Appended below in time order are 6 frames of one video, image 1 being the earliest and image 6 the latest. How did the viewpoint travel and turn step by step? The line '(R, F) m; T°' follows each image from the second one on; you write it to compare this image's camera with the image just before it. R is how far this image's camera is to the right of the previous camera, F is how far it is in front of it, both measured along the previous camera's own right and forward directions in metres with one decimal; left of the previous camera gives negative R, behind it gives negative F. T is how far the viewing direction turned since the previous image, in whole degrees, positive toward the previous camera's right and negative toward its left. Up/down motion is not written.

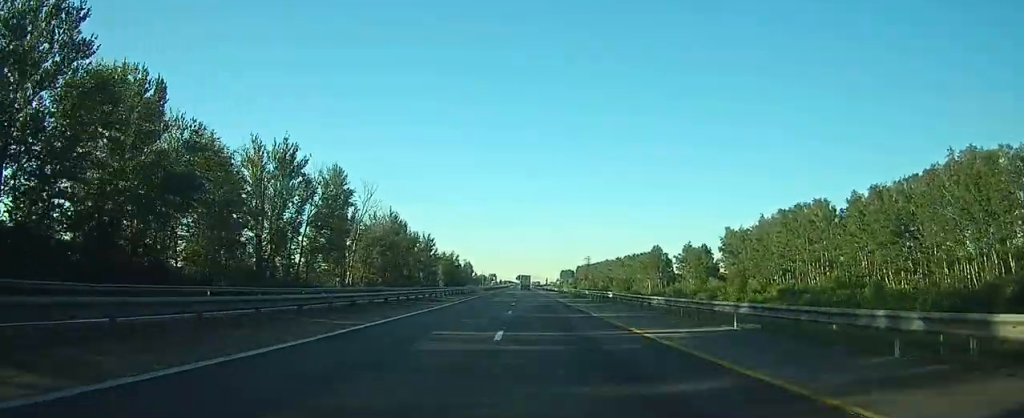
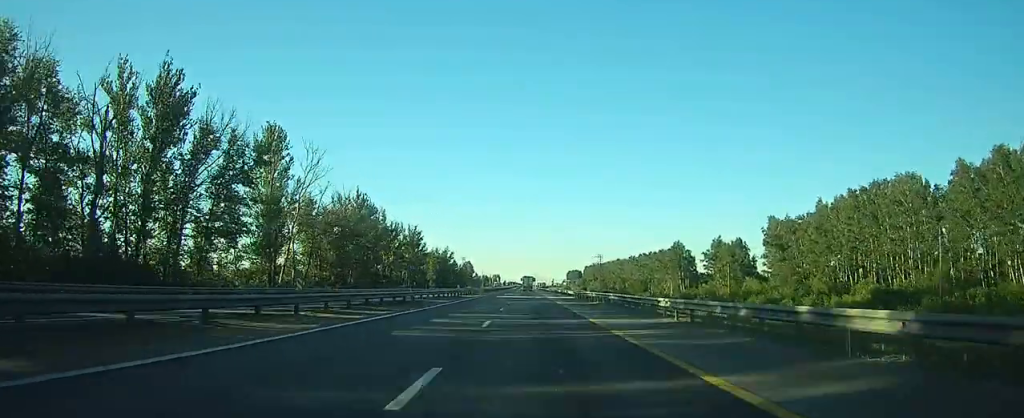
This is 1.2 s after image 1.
(+0.2, +31.6) m; +1°
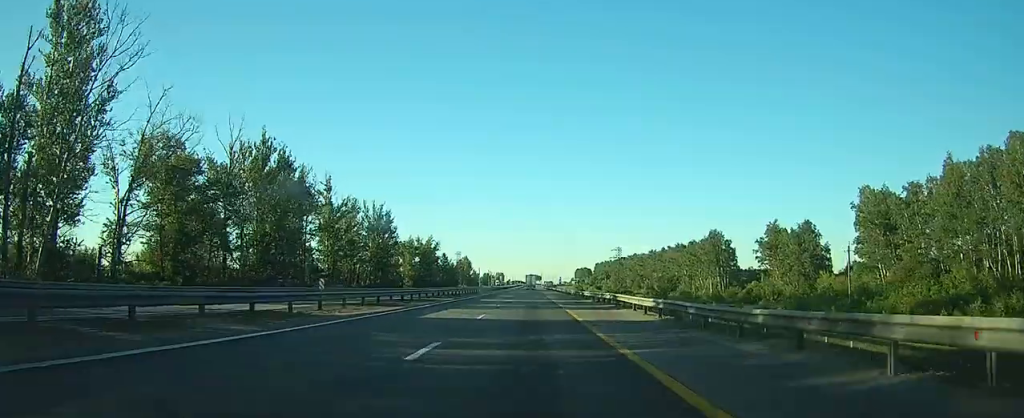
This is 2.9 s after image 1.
(0.0, +44.4) m; 0°
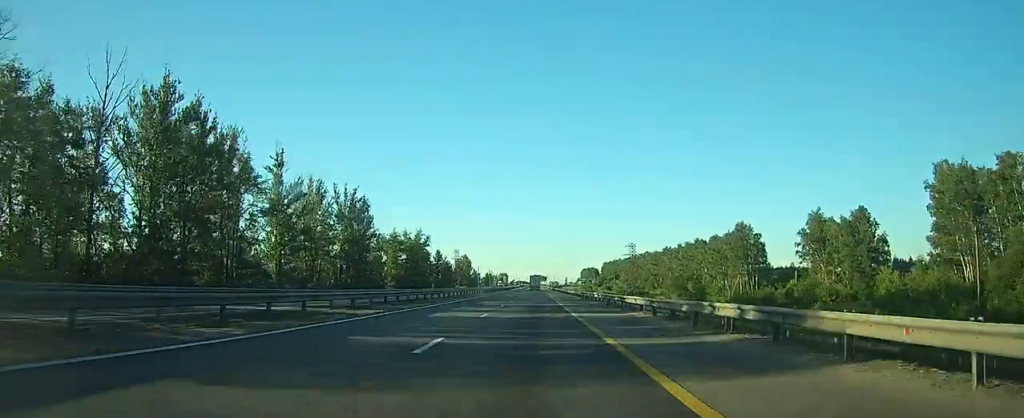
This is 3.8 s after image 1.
(-0.1, +23.2) m; -1°
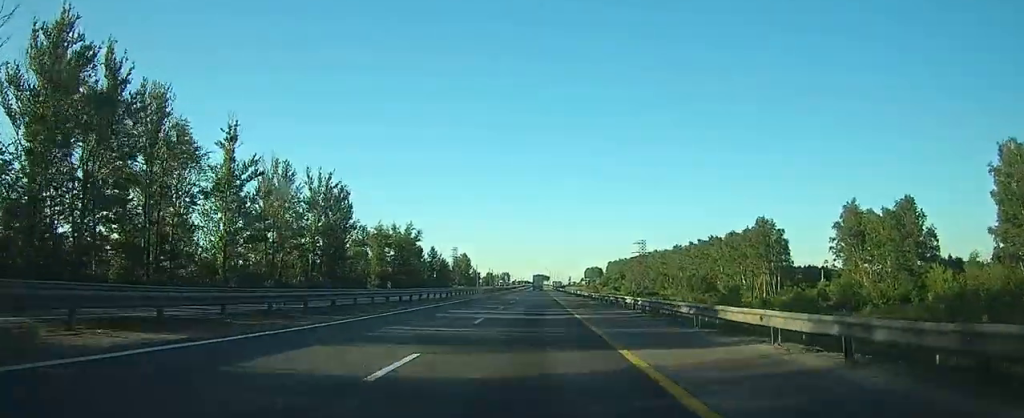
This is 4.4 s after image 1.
(-0.1, +15.3) m; 0°
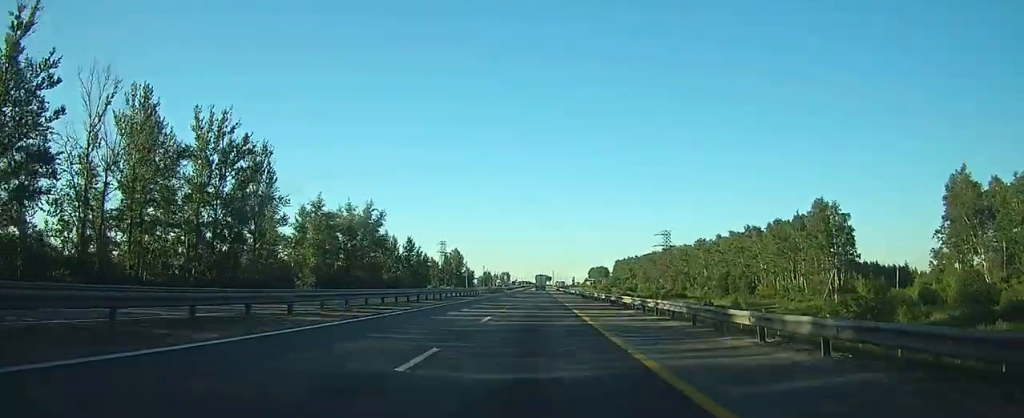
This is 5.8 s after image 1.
(-0.2, +35.4) m; -1°
